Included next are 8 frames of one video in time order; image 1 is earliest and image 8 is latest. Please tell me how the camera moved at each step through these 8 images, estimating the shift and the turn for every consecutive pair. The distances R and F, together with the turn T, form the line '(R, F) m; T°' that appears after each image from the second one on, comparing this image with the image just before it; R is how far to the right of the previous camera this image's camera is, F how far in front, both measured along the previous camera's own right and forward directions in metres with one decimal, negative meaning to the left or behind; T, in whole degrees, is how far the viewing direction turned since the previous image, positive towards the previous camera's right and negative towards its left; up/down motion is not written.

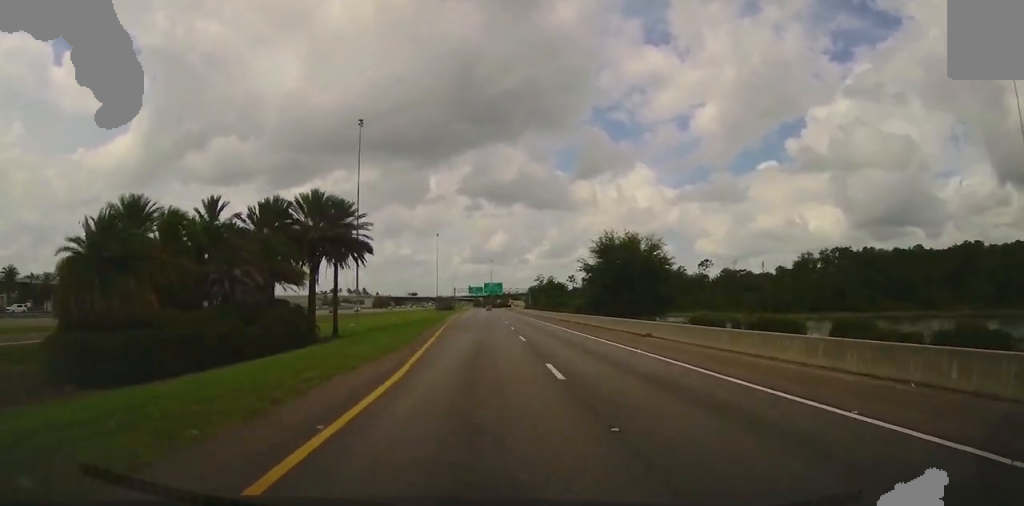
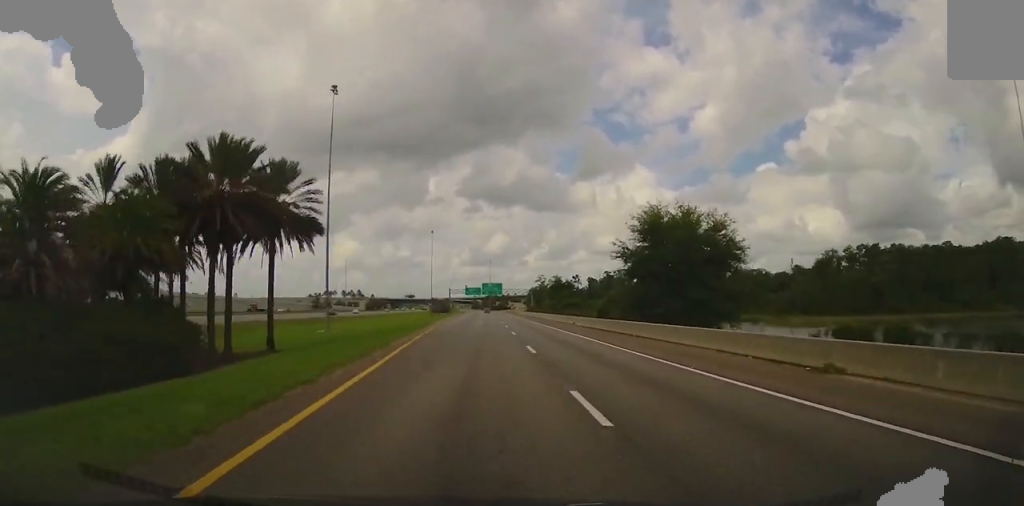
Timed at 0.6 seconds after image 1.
(-0.1, +18.1) m; 0°
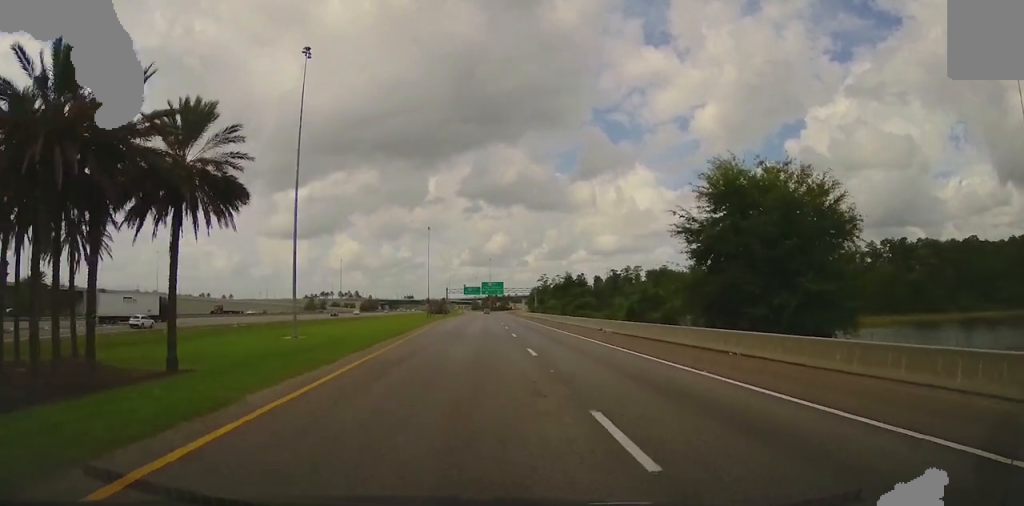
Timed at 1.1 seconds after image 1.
(0.0, +14.3) m; 0°
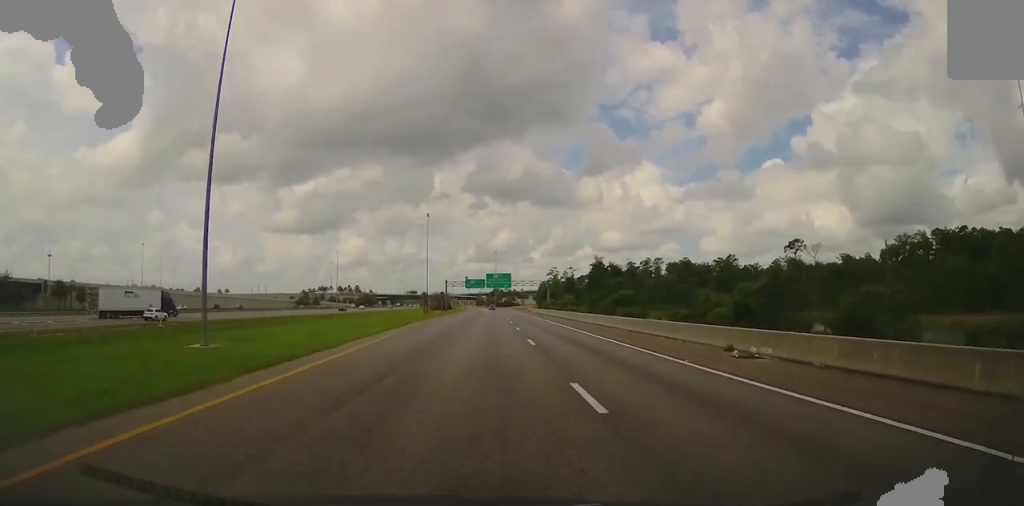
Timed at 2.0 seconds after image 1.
(0.0, +23.7) m; 0°
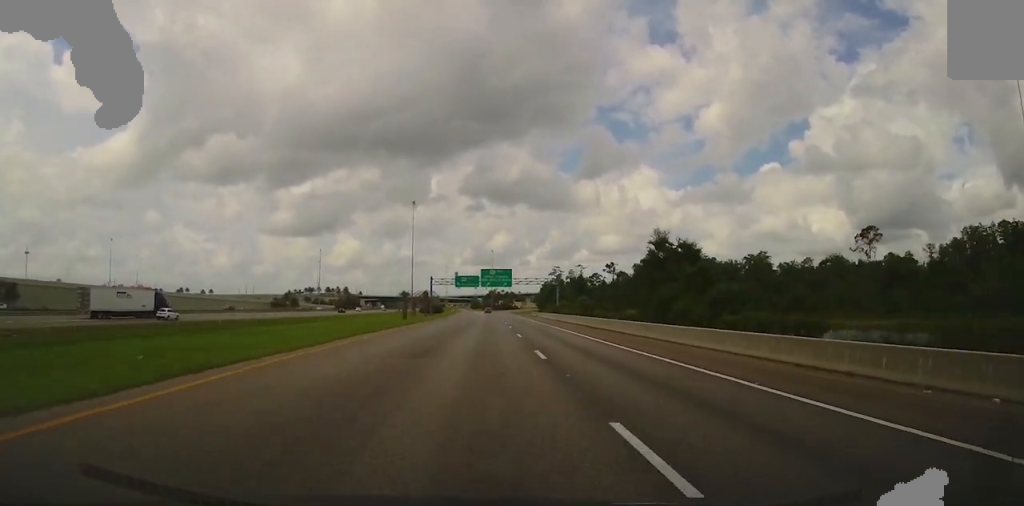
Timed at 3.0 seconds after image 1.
(0.0, +30.4) m; 0°
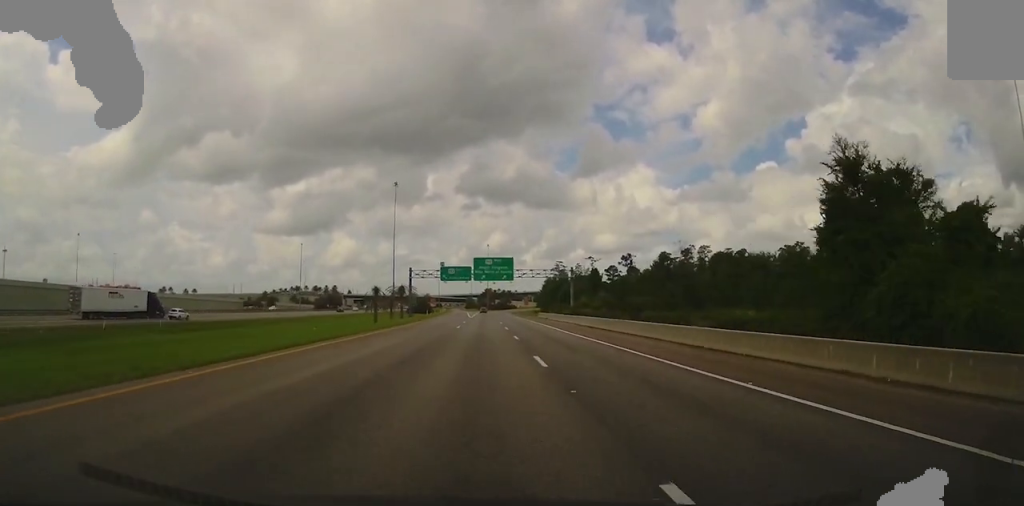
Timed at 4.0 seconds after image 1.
(0.0, +27.7) m; 0°
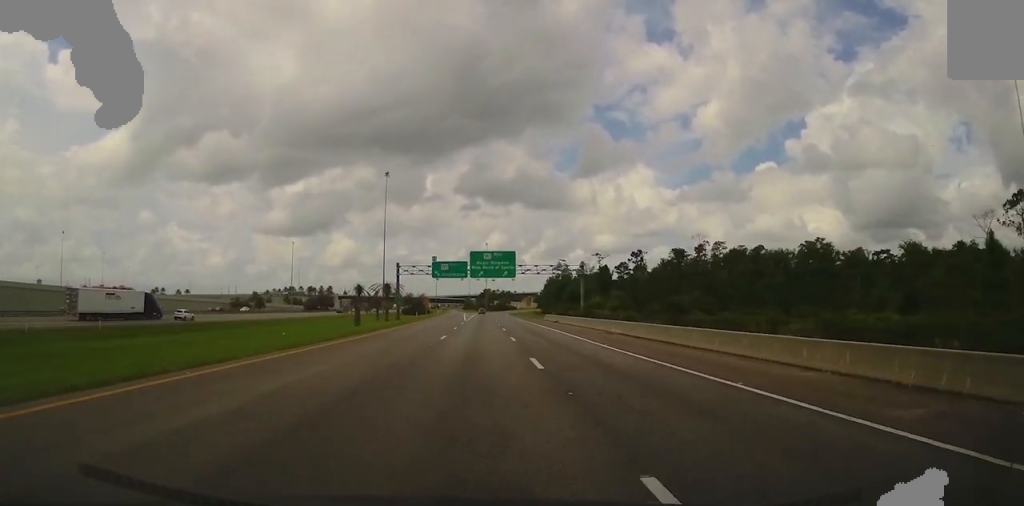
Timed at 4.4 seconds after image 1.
(0.0, +12.5) m; 0°
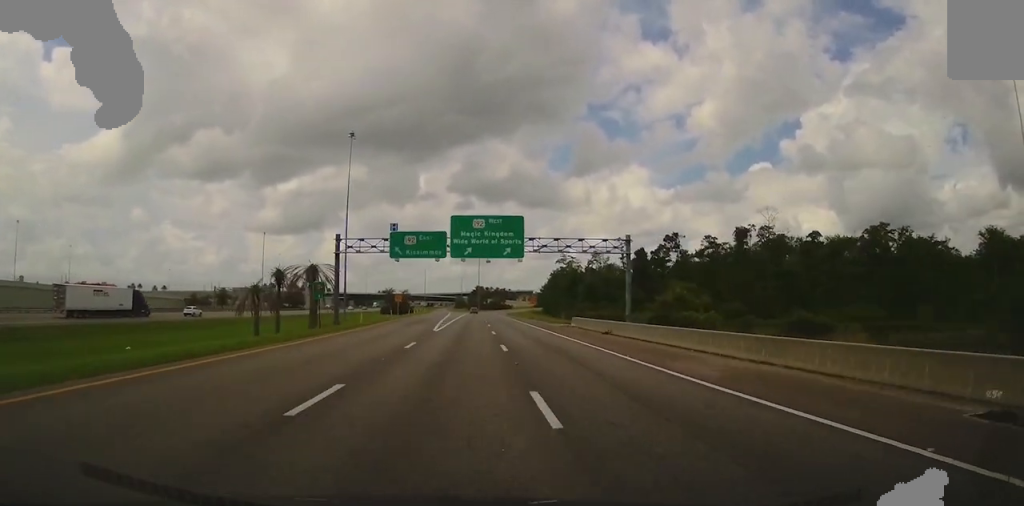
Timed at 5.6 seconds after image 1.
(+0.1, +32.5) m; +1°
